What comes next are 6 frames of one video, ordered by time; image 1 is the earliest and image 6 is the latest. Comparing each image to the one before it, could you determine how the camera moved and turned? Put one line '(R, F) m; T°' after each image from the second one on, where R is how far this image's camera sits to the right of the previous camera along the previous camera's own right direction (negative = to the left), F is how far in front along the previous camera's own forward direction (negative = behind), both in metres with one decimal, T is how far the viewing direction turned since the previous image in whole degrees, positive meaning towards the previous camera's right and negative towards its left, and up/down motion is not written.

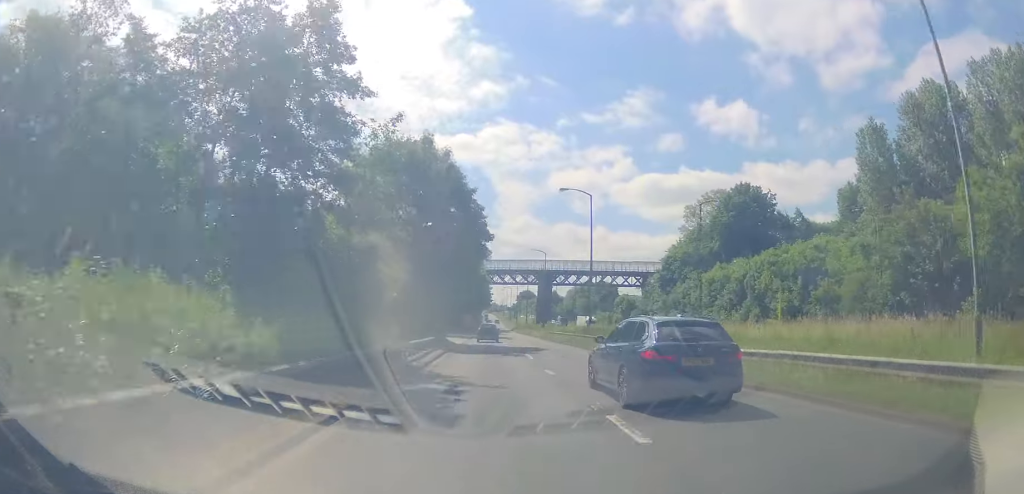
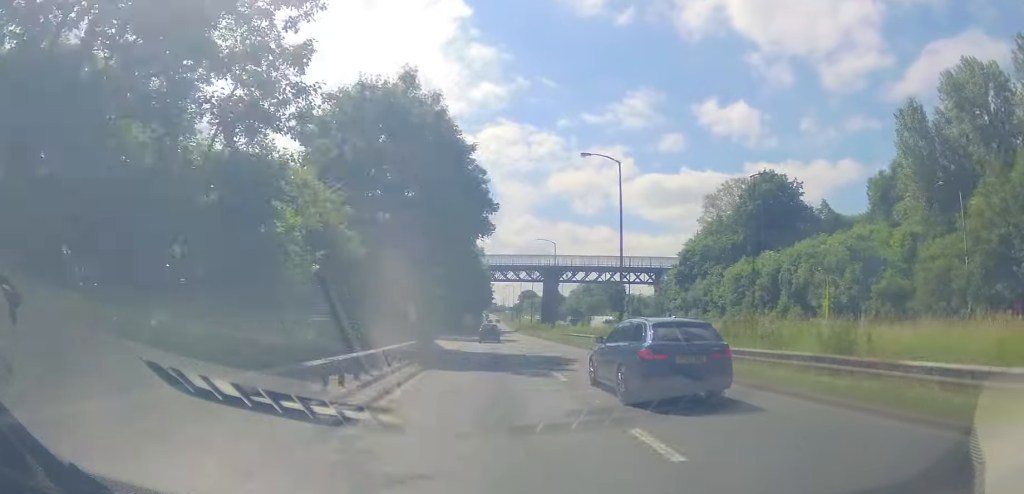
(-0.1, +10.0) m; +1°
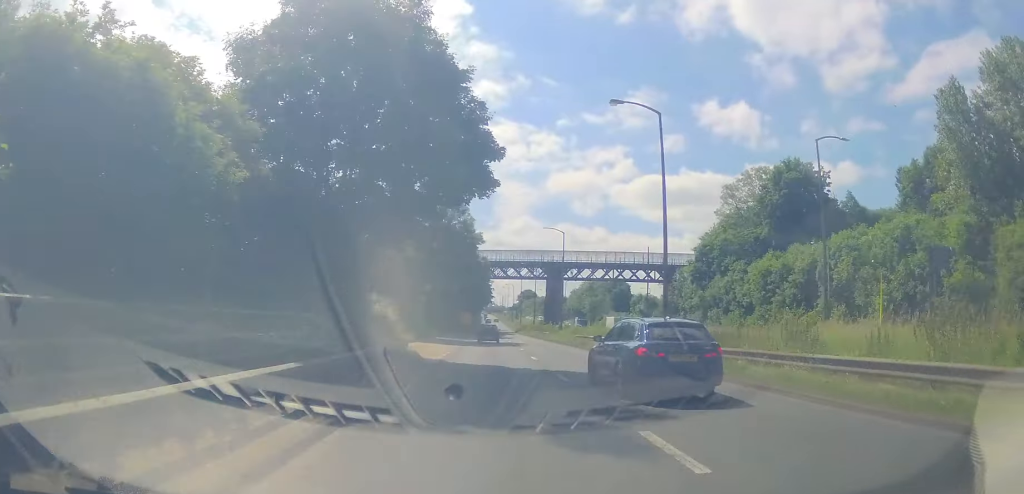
(+0.2, +9.2) m; +1°
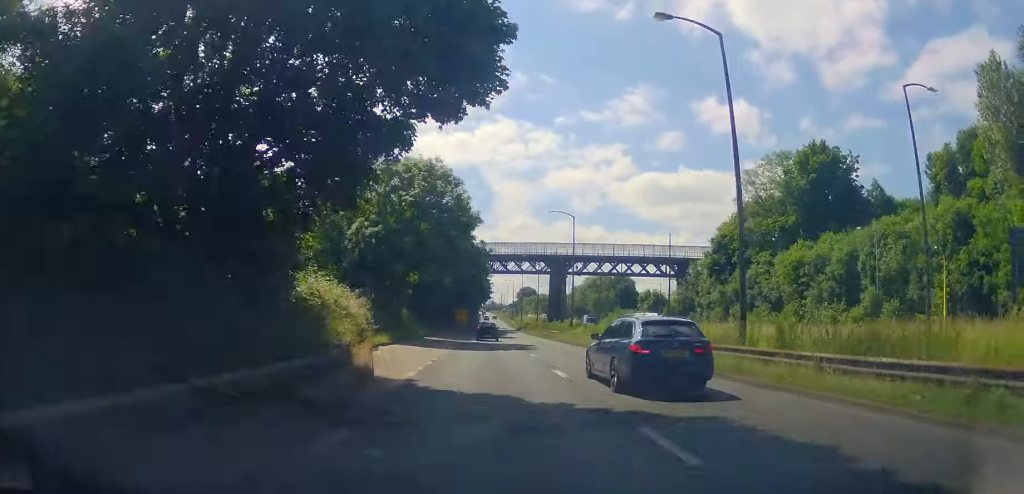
(+0.1, +8.6) m; +1°
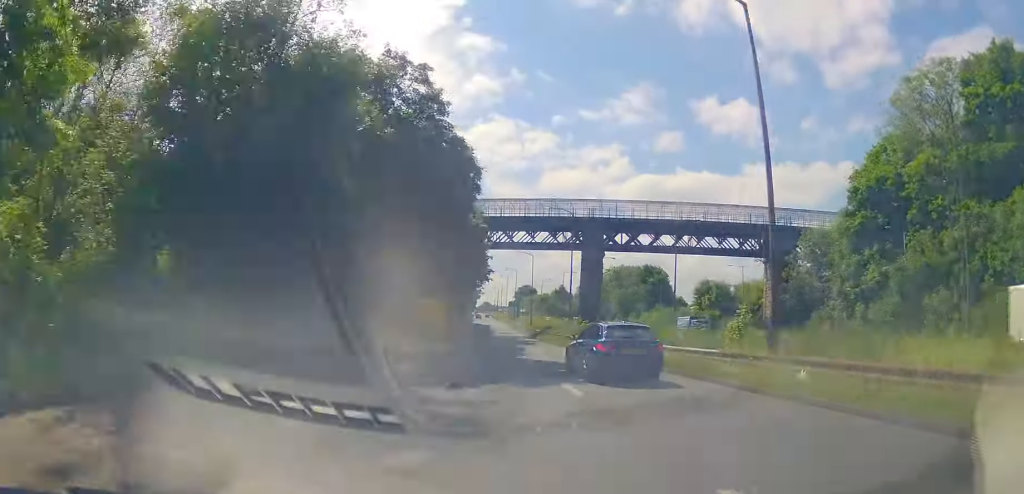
(-0.9, +40.6) m; 0°
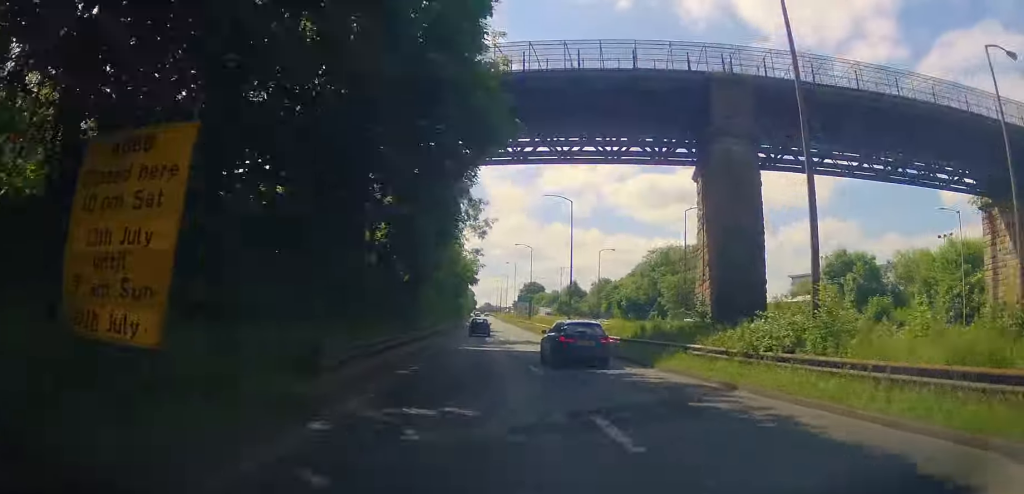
(+1.6, +41.4) m; +2°
